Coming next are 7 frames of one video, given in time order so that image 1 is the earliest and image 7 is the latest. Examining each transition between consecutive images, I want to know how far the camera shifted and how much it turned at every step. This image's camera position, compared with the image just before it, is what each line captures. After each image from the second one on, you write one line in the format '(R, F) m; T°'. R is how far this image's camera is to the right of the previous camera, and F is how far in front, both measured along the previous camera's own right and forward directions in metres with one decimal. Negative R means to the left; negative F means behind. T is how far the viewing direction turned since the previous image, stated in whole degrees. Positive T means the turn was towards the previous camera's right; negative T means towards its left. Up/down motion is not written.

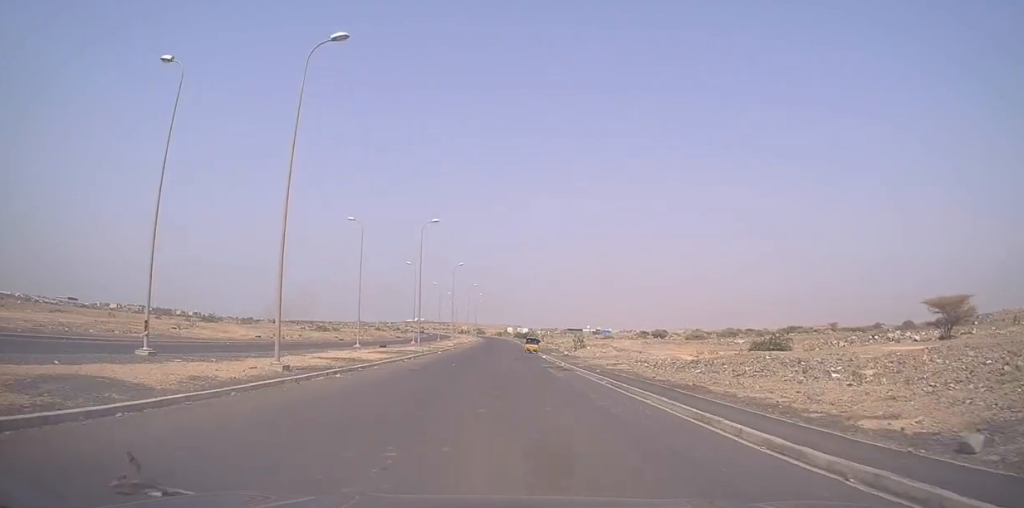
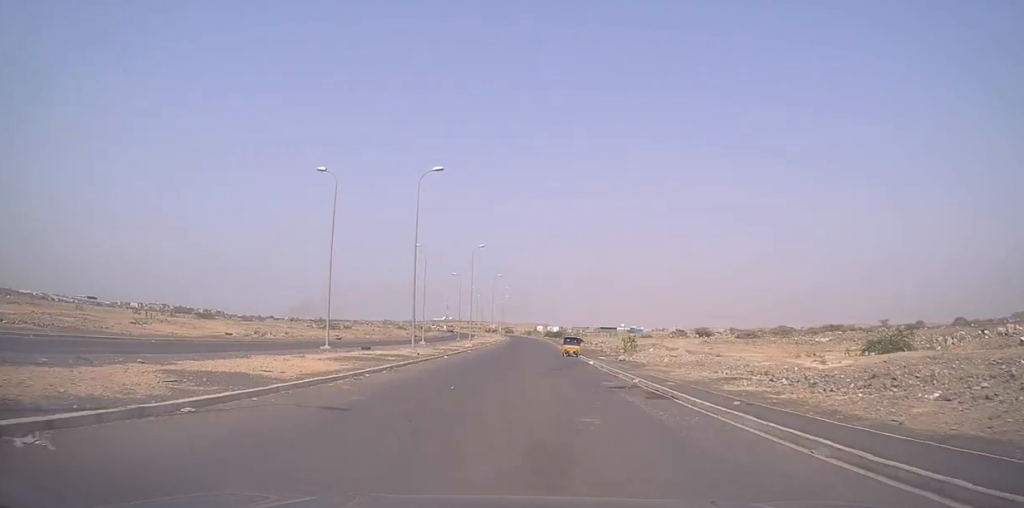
(+0.8, +13.9) m; -1°
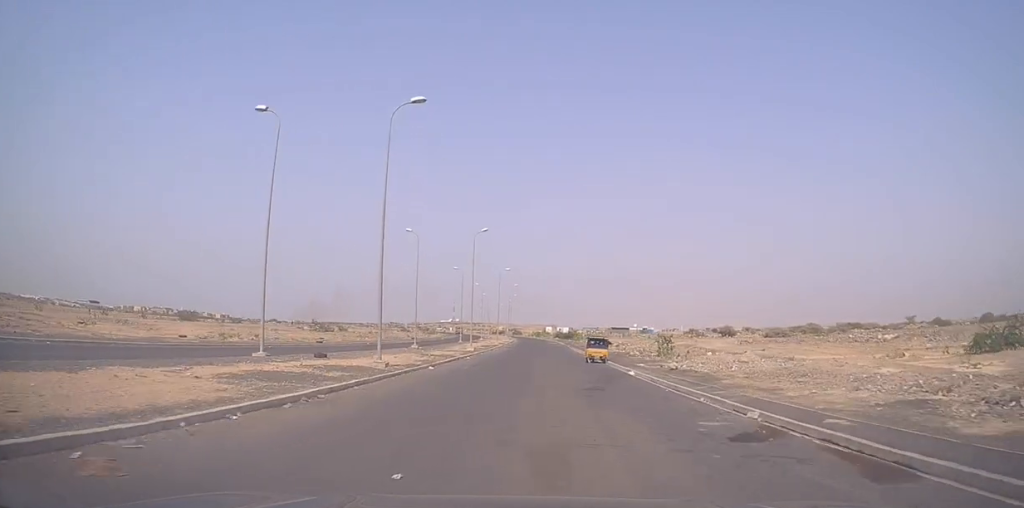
(-0.8, +10.1) m; -3°
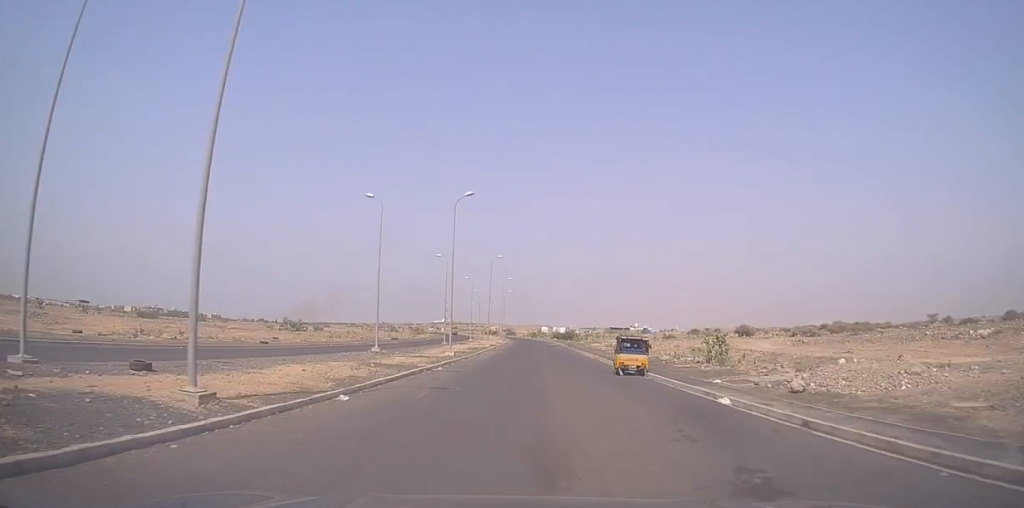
(+0.5, +13.2) m; +2°
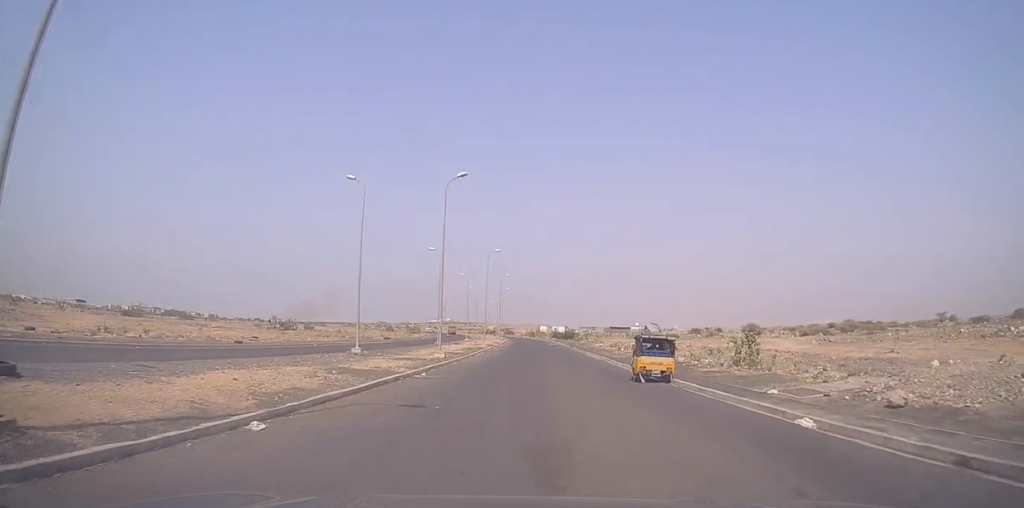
(0.0, +4.6) m; 0°
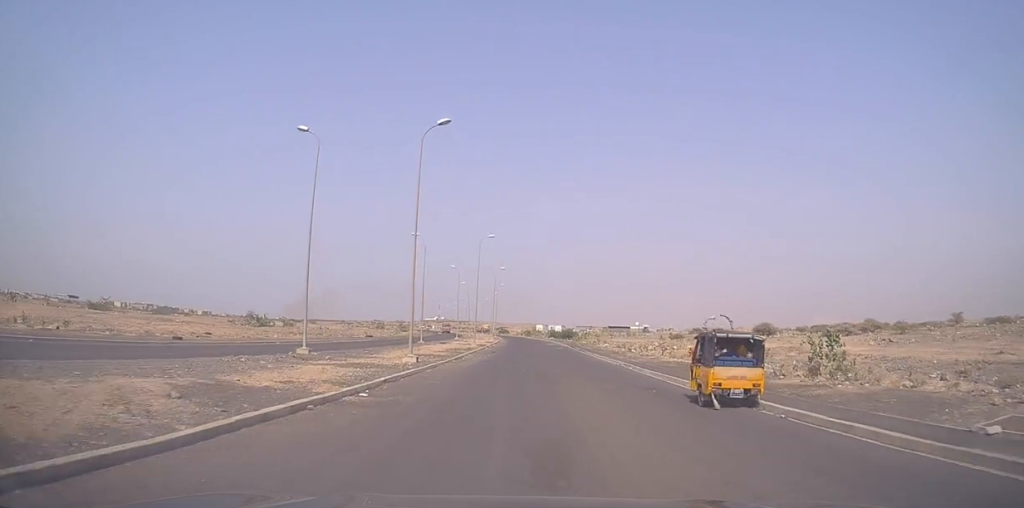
(0.0, +8.5) m; 0°
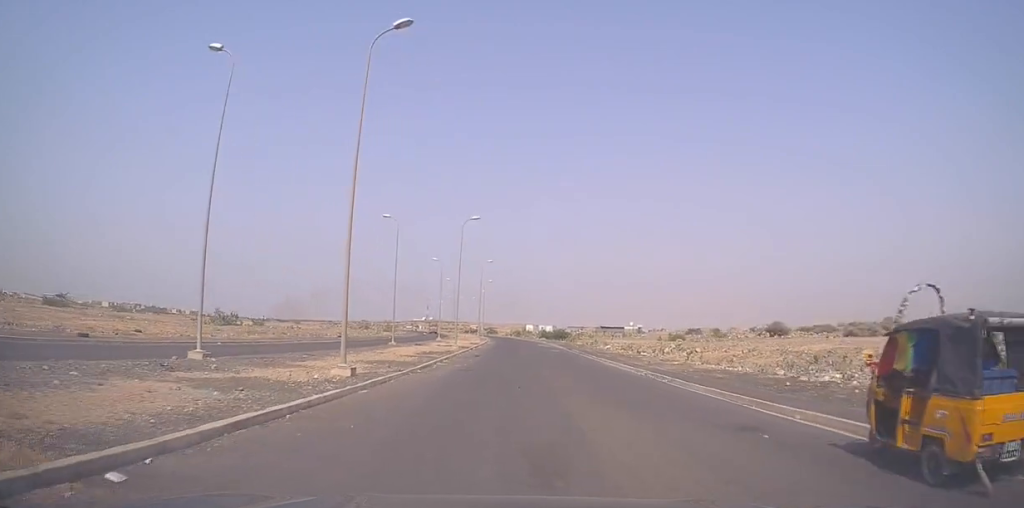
(0.0, +8.9) m; 0°
